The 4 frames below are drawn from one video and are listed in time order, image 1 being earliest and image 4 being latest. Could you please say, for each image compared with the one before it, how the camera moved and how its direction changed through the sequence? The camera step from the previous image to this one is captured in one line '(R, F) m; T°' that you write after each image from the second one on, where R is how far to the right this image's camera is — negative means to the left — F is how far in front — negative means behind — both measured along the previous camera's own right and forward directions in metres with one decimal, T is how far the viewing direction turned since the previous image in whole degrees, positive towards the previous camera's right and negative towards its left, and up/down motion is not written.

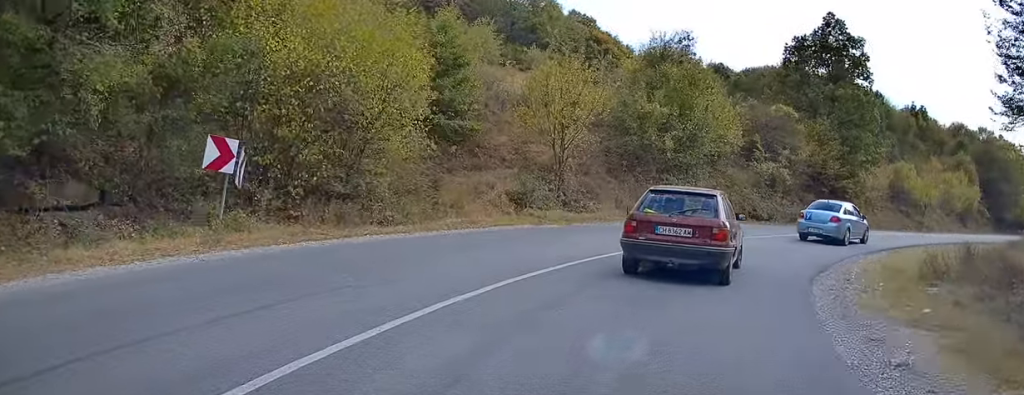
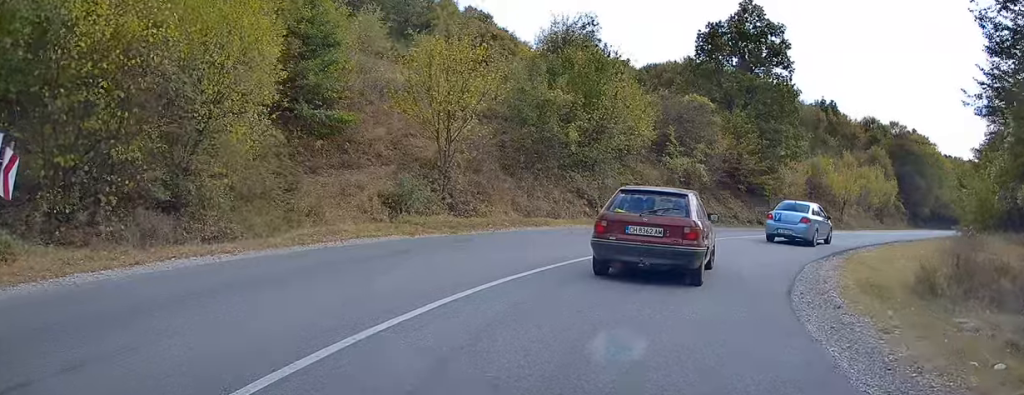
(+0.4, +3.8) m; +8°
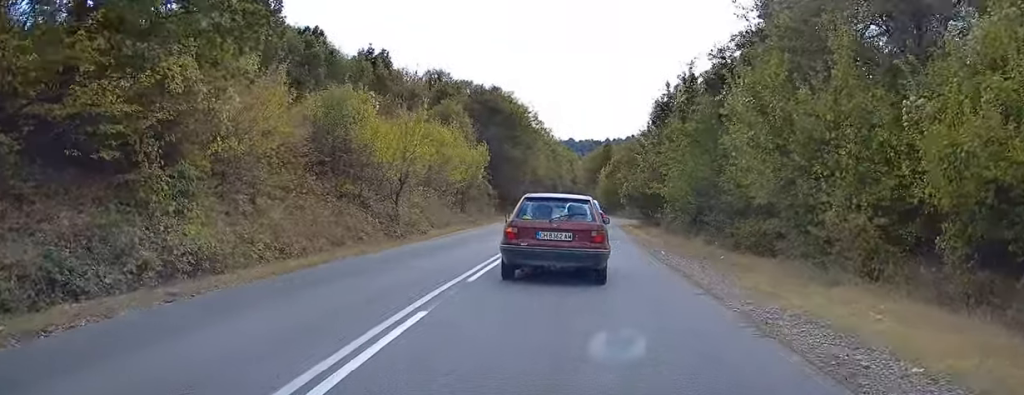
(+12.7, +29.5) m; +35°
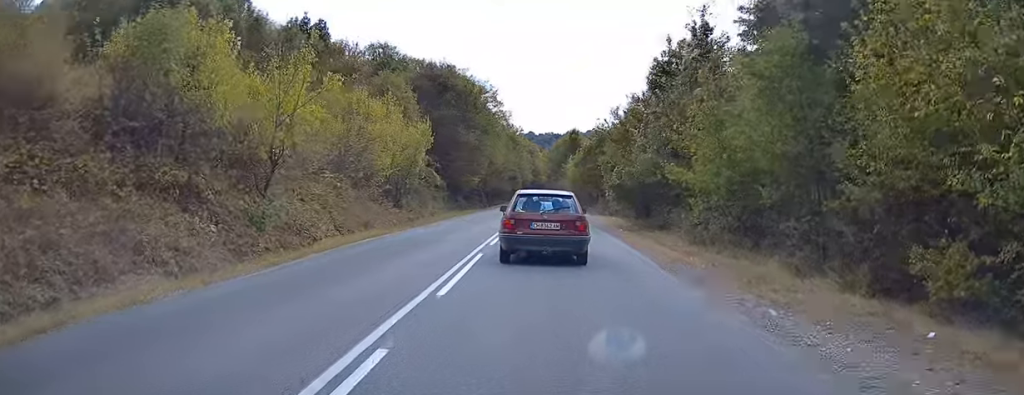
(+0.1, +11.3) m; 0°
